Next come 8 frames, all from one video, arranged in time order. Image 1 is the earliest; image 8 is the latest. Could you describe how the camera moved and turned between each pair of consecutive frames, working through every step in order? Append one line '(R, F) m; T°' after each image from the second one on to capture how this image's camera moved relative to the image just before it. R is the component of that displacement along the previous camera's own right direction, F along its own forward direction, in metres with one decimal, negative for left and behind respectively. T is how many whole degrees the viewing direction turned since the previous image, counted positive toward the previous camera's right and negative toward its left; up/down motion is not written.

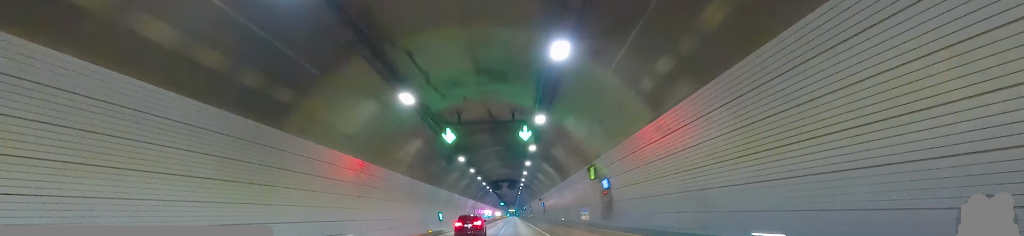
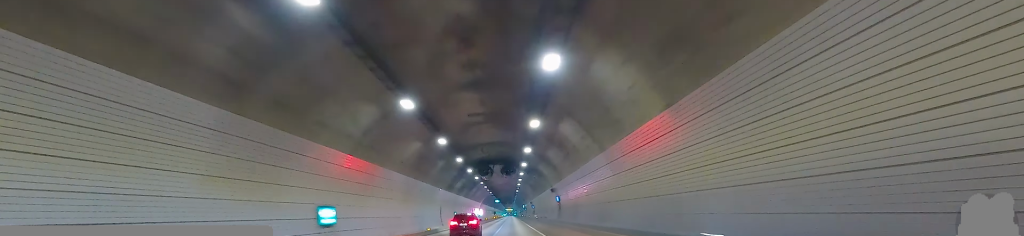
(0.0, +28.8) m; -1°
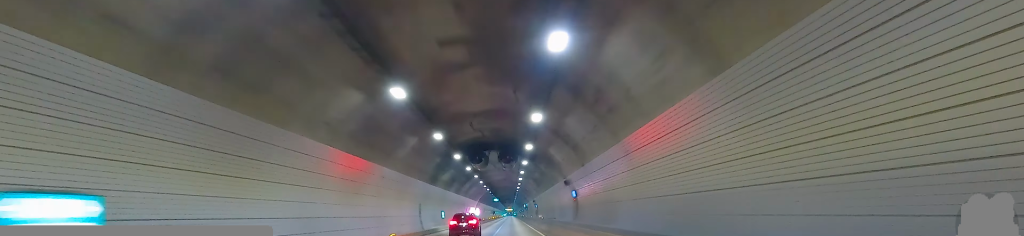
(-0.3, +11.8) m; -1°
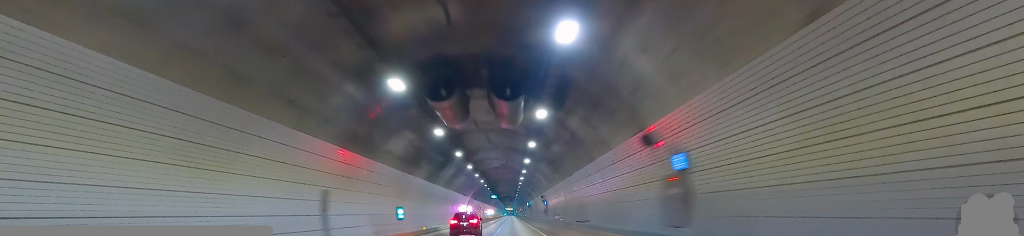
(-0.3, +20.7) m; -2°
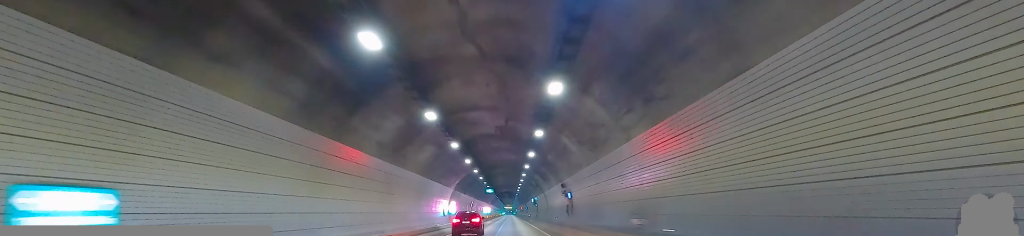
(-0.5, +24.0) m; -1°
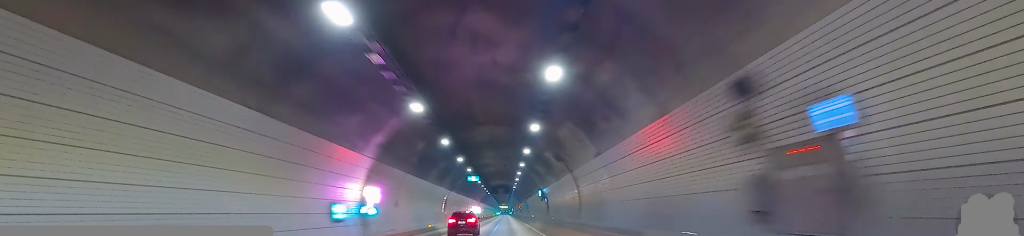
(+0.6, +31.8) m; +2°
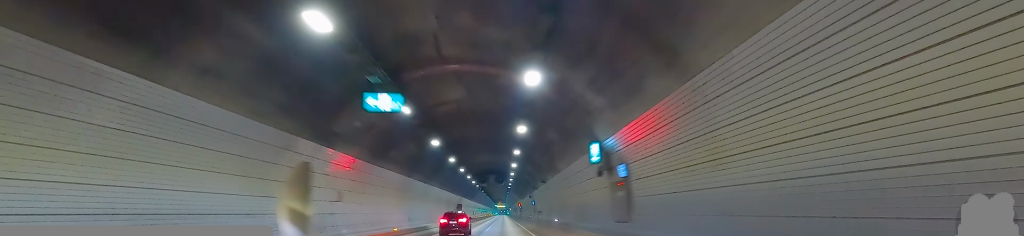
(-0.2, +39.7) m; -1°
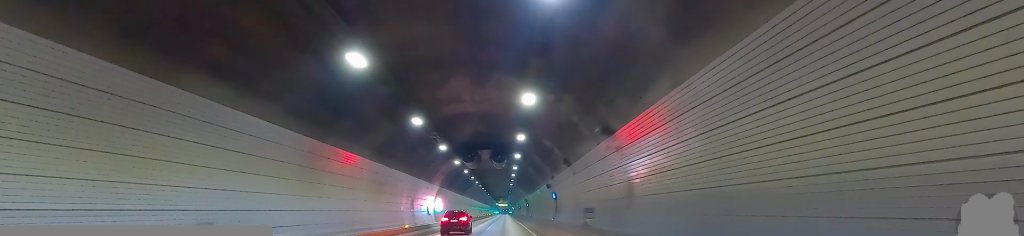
(+0.3, +27.6) m; 0°
